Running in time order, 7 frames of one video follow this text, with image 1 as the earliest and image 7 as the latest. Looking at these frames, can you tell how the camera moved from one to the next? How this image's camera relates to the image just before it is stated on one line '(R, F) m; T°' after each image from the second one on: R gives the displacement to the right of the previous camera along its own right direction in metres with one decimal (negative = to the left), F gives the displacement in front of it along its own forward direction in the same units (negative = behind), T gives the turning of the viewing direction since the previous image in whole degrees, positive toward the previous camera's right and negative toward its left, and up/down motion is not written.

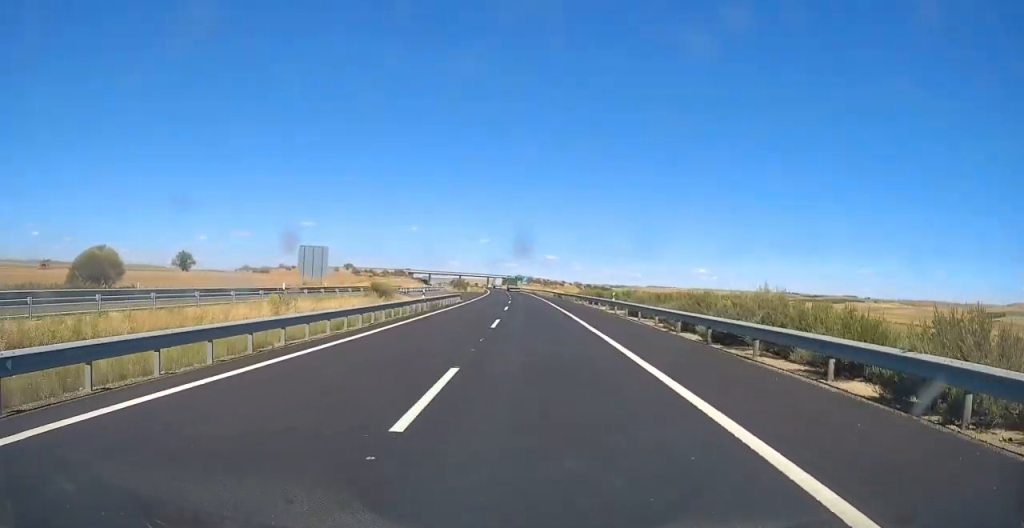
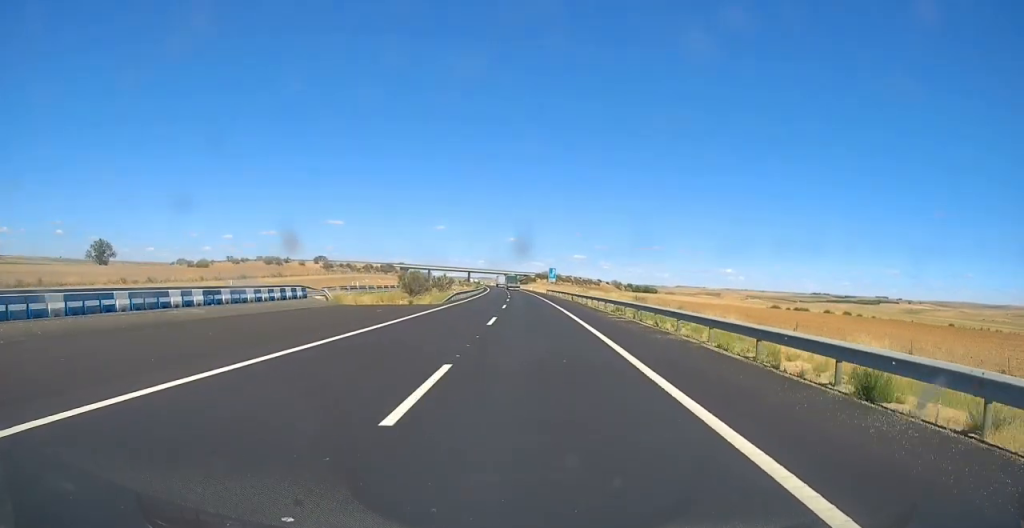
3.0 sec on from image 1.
(-1.5, +84.1) m; -2°
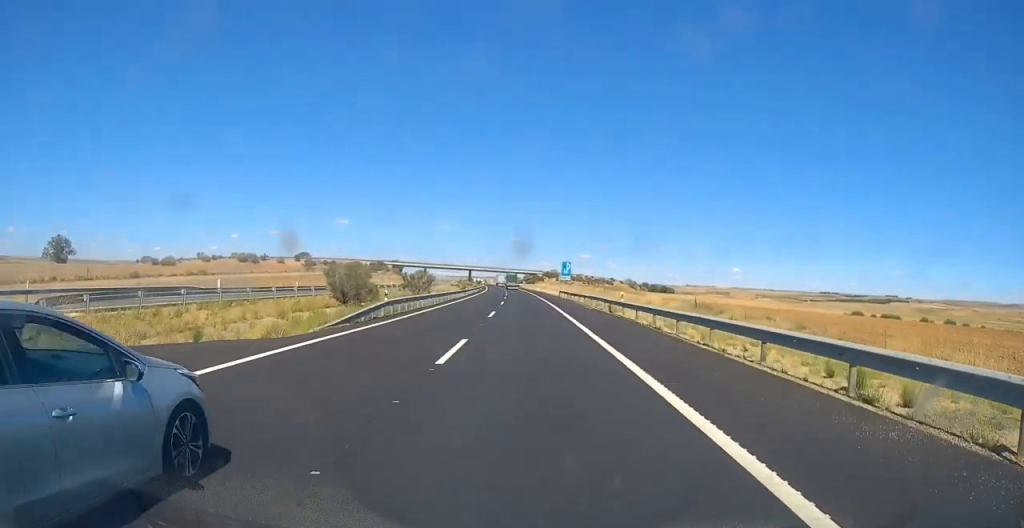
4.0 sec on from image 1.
(0.0, +28.9) m; -1°
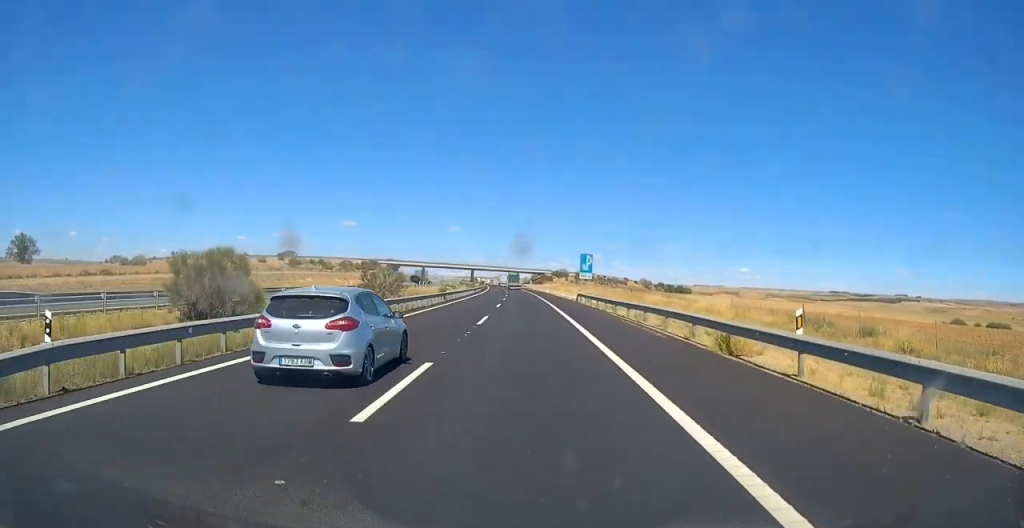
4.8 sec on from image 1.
(-0.1, +22.3) m; -1°
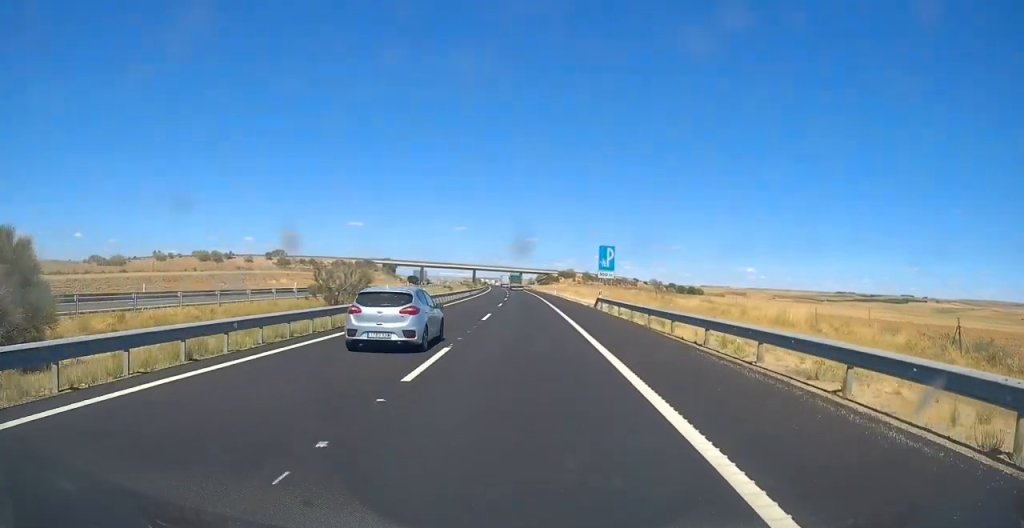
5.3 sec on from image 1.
(-0.1, +13.9) m; 0°
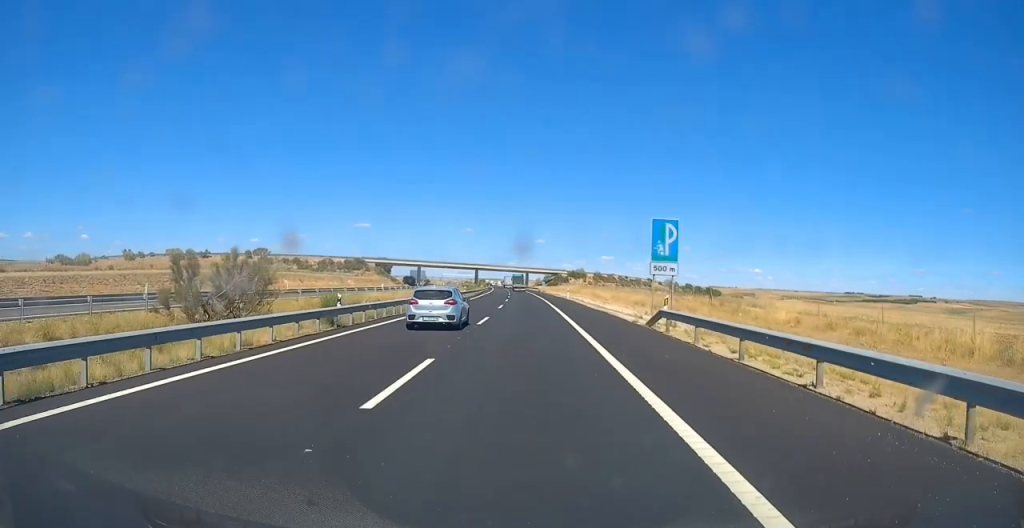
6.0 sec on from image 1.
(-0.1, +19.4) m; -1°
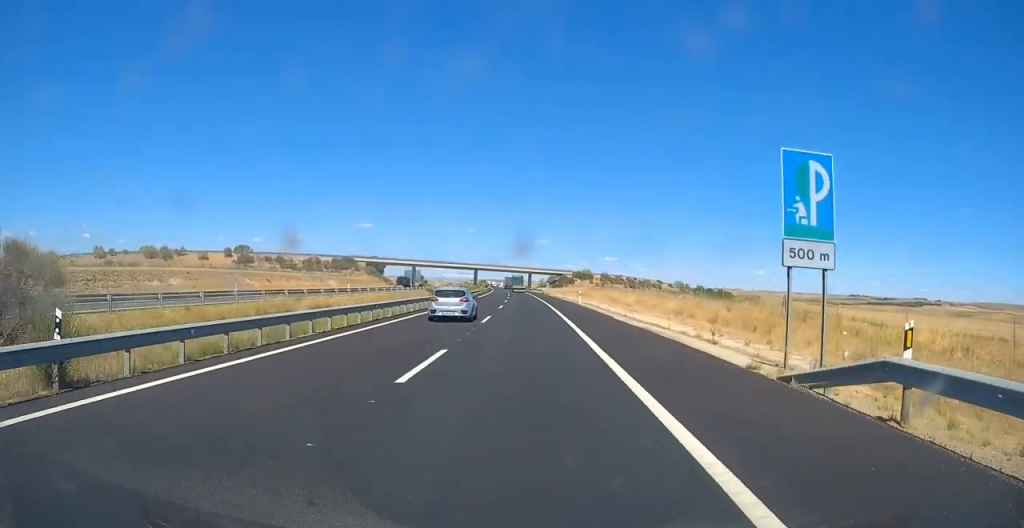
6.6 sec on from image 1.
(0.0, +14.7) m; 0°
